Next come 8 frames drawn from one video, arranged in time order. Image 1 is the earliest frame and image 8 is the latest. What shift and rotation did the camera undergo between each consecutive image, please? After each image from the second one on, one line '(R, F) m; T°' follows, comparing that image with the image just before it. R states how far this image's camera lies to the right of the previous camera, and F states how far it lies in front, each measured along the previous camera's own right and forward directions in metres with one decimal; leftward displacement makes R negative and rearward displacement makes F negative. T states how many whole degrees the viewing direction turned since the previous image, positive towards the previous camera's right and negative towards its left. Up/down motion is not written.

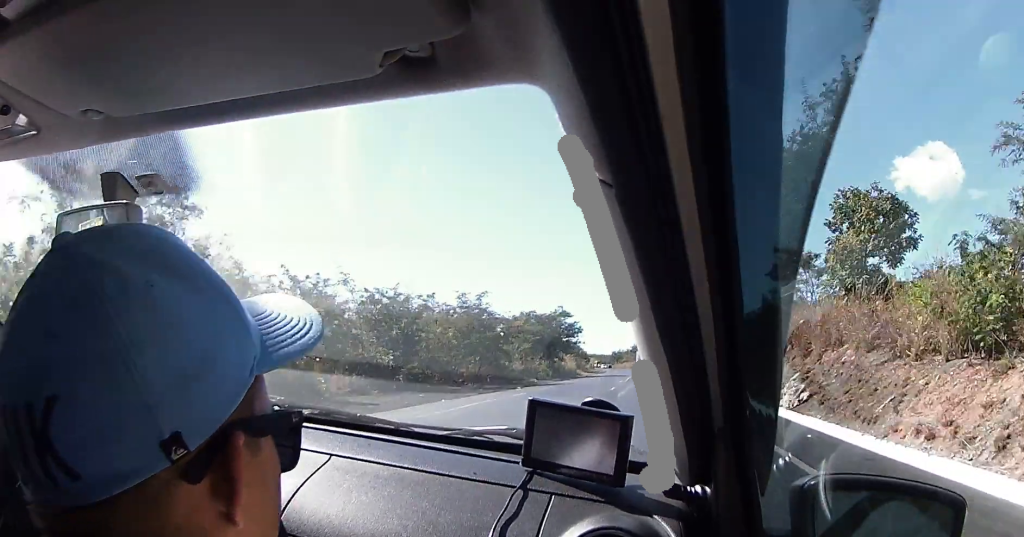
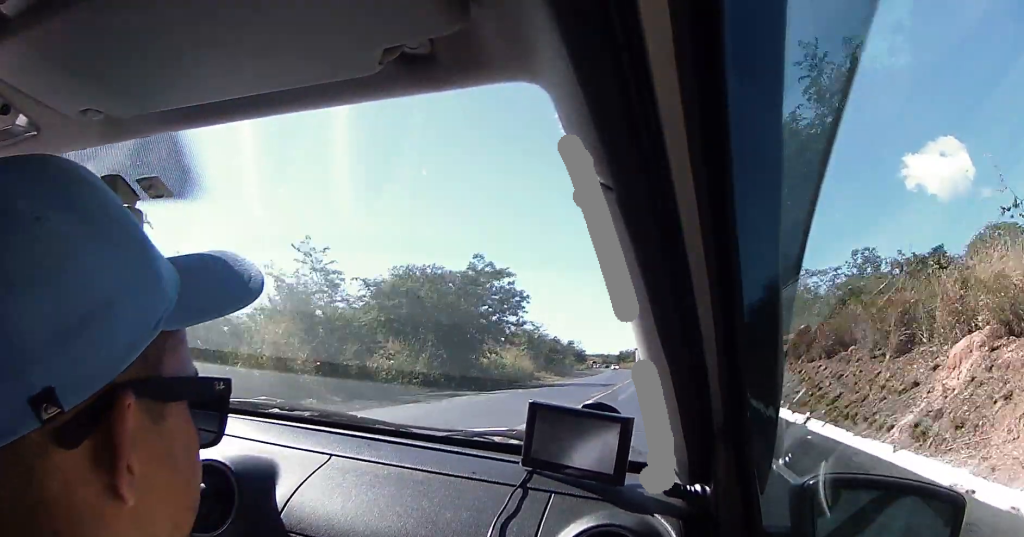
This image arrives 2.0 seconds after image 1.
(0.0, +38.7) m; 0°
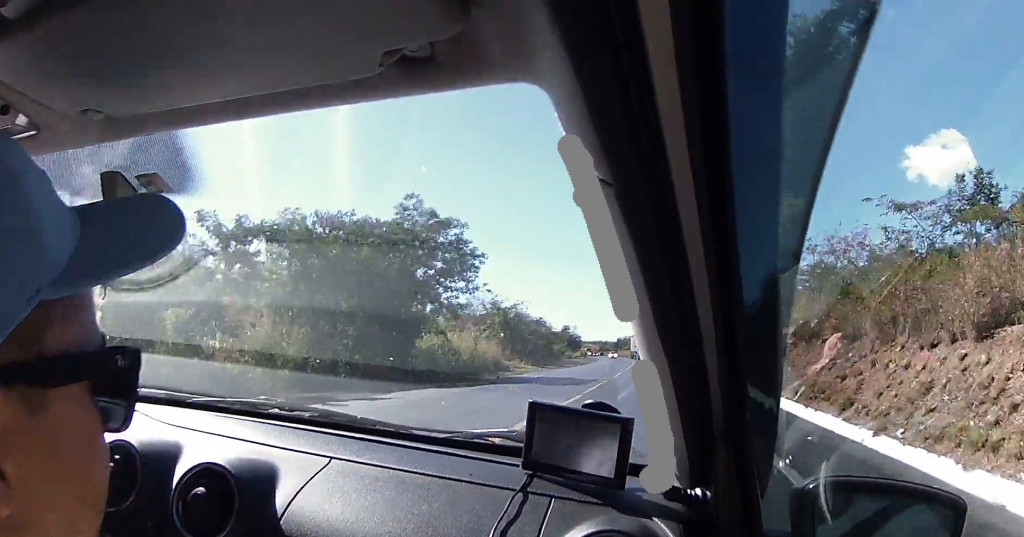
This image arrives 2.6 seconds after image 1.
(+0.1, +11.7) m; 0°
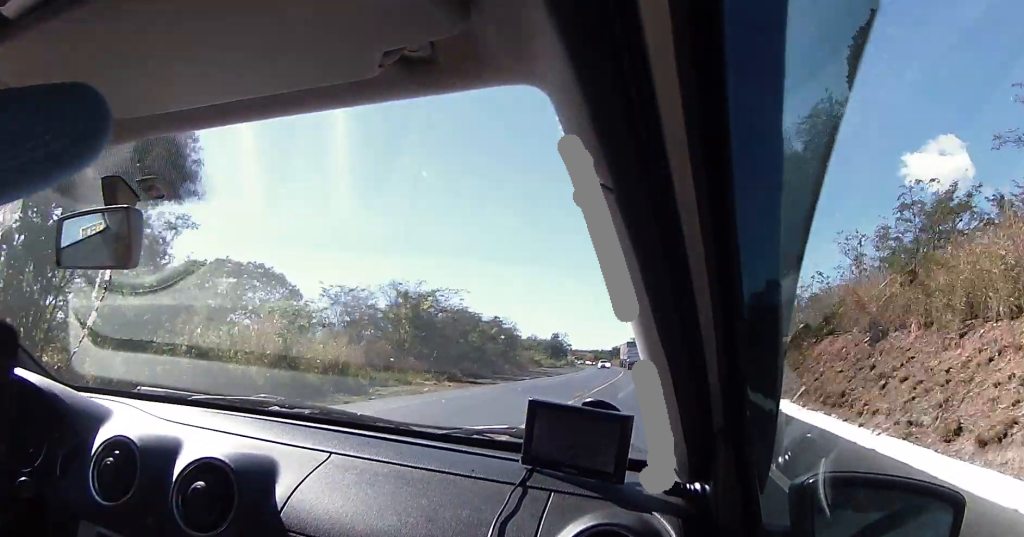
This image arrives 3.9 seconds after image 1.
(+0.1, +22.4) m; -1°
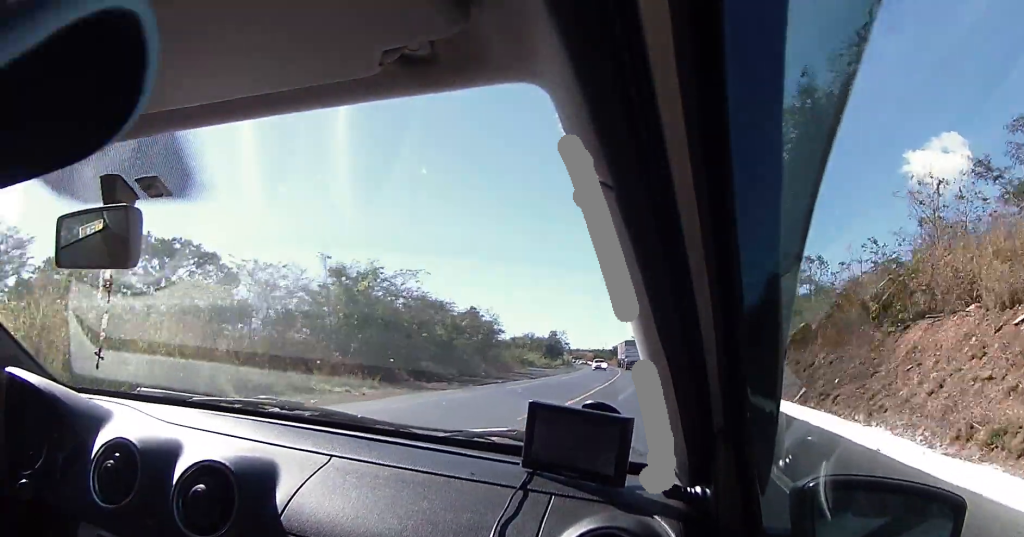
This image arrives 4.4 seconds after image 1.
(-0.2, +8.9) m; 0°
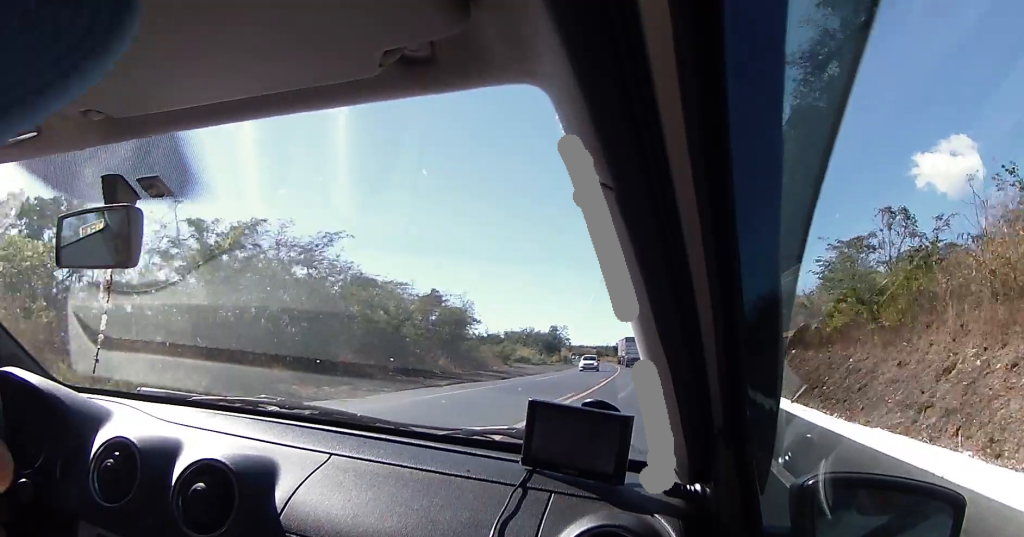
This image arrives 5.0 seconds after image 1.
(-0.4, +11.2) m; 0°
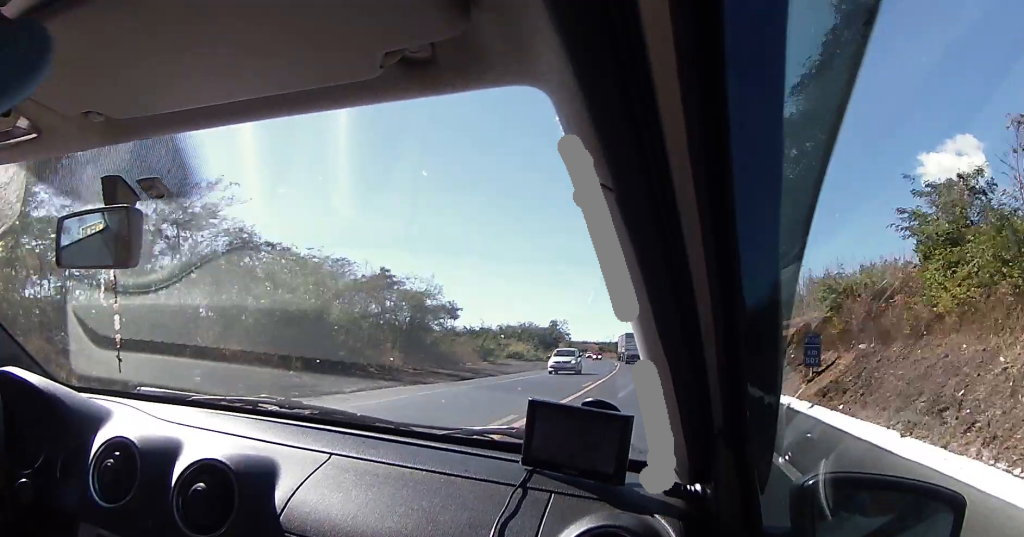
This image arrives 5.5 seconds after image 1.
(+0.4, +9.0) m; 0°
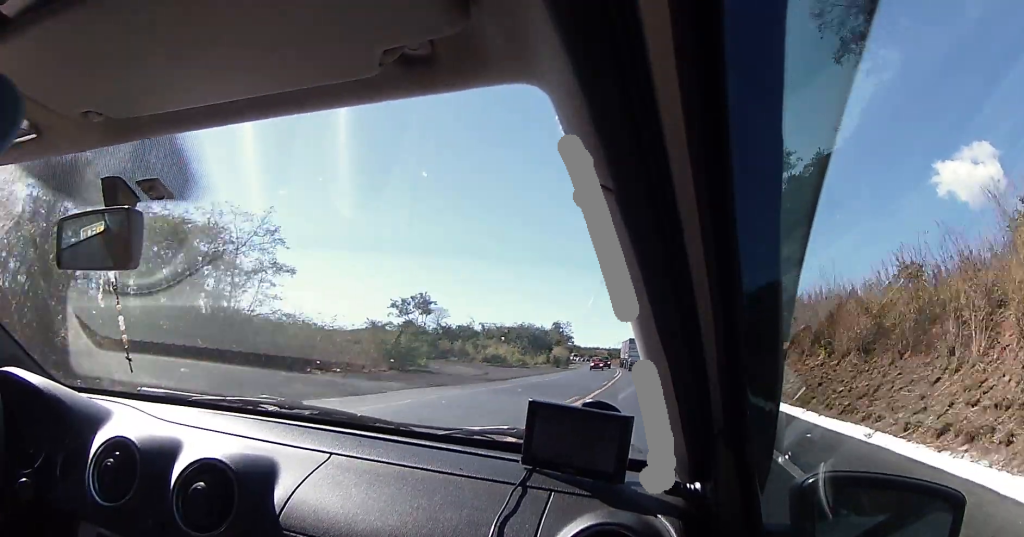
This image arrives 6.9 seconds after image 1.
(-0.1, +22.4) m; -1°
